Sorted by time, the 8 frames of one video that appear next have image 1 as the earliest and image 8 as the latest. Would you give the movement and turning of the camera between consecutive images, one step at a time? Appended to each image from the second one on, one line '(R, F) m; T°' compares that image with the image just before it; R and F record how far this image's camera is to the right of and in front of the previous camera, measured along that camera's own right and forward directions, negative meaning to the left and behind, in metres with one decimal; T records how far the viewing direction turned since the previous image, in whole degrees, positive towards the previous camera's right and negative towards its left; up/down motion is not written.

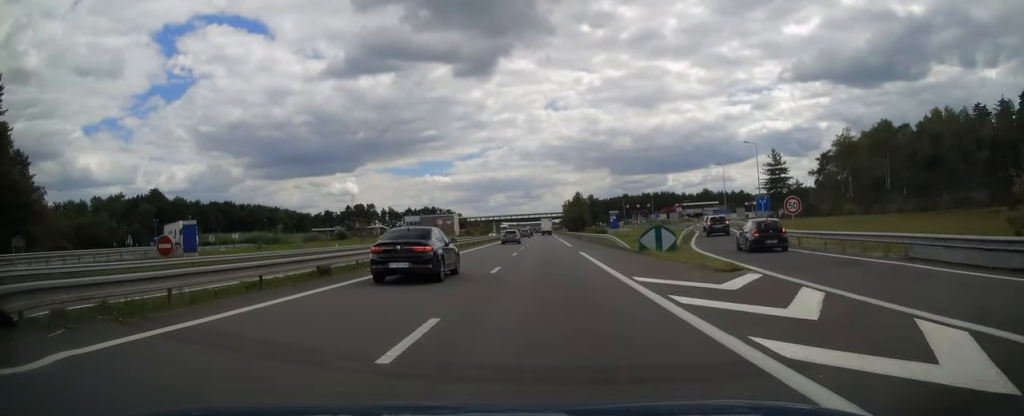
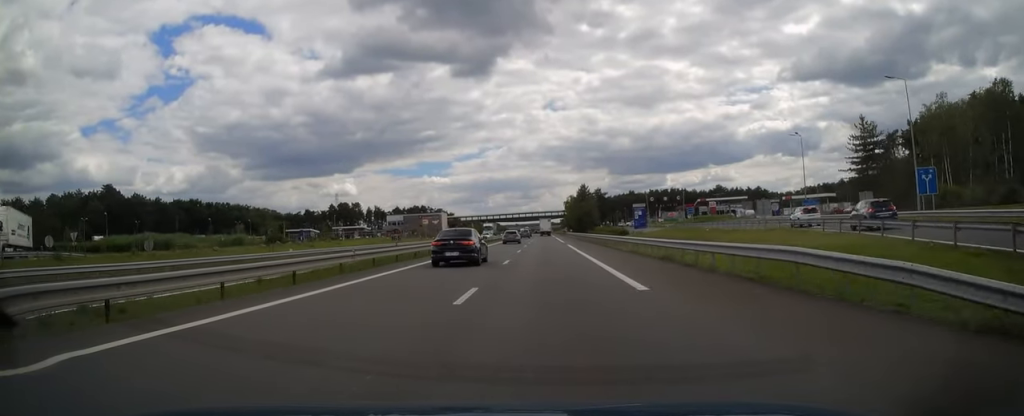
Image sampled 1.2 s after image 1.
(0.0, +33.9) m; 0°
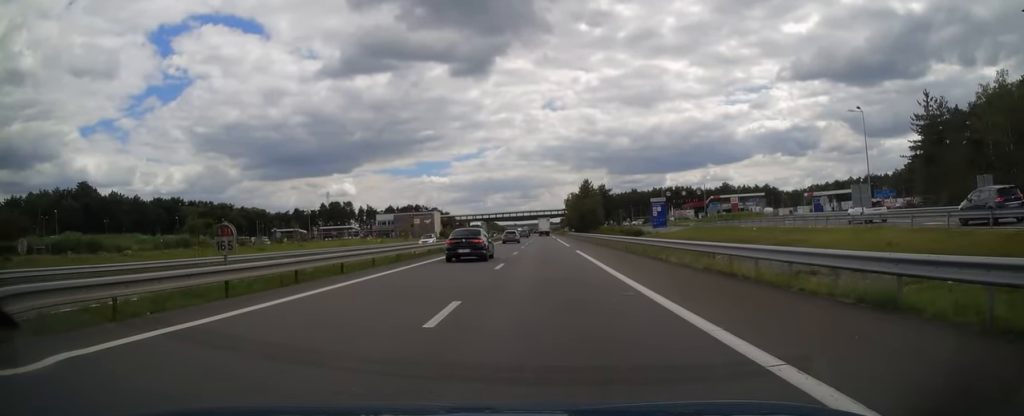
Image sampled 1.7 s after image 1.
(-0.1, +15.8) m; 0°
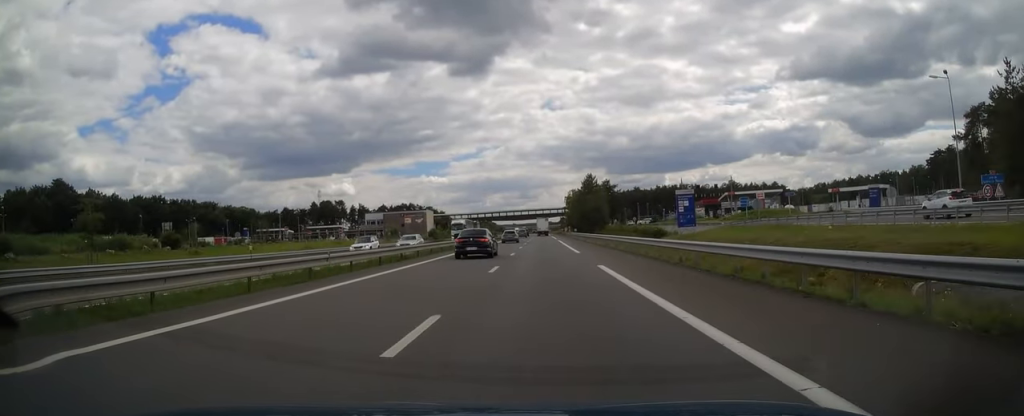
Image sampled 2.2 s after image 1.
(0.0, +14.8) m; 0°
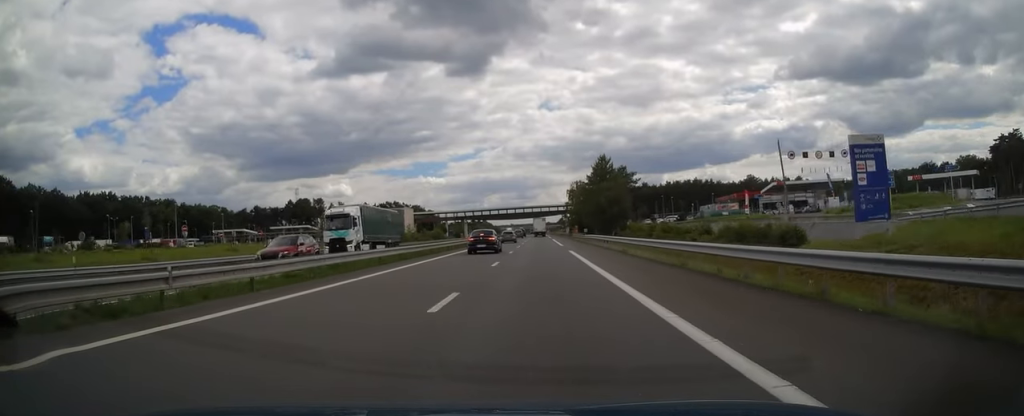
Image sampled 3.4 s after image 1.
(+0.1, +35.4) m; 0°
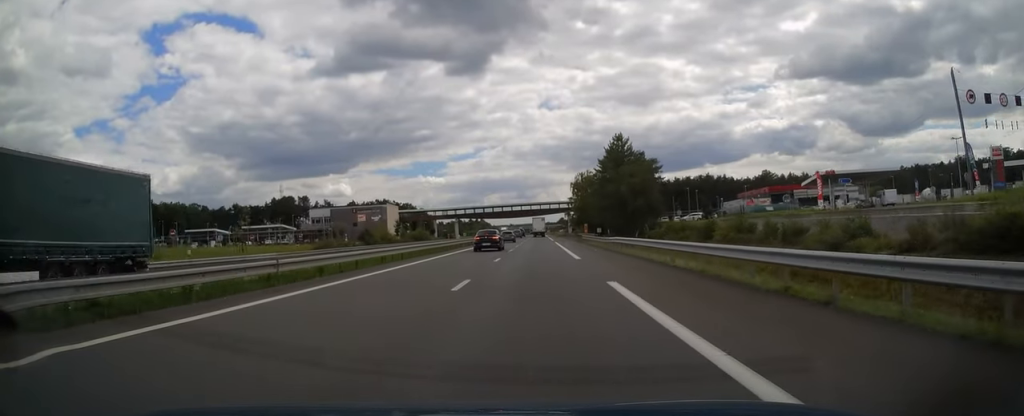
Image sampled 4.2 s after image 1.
(0.0, +22.6) m; 0°
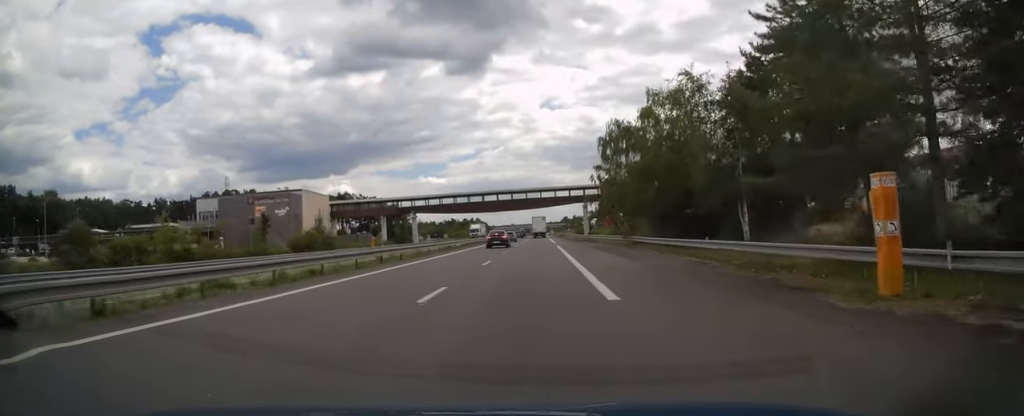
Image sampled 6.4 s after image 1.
(+0.1, +66.8) m; 0°
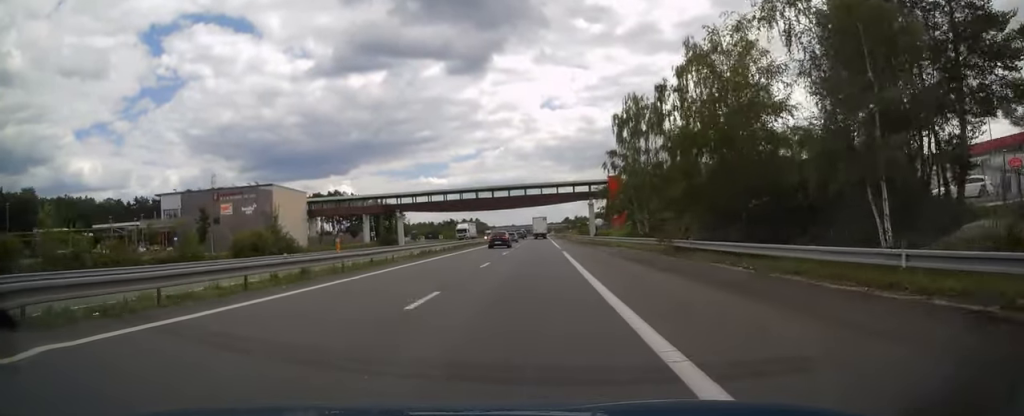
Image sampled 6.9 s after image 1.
(0.0, +13.7) m; 0°
